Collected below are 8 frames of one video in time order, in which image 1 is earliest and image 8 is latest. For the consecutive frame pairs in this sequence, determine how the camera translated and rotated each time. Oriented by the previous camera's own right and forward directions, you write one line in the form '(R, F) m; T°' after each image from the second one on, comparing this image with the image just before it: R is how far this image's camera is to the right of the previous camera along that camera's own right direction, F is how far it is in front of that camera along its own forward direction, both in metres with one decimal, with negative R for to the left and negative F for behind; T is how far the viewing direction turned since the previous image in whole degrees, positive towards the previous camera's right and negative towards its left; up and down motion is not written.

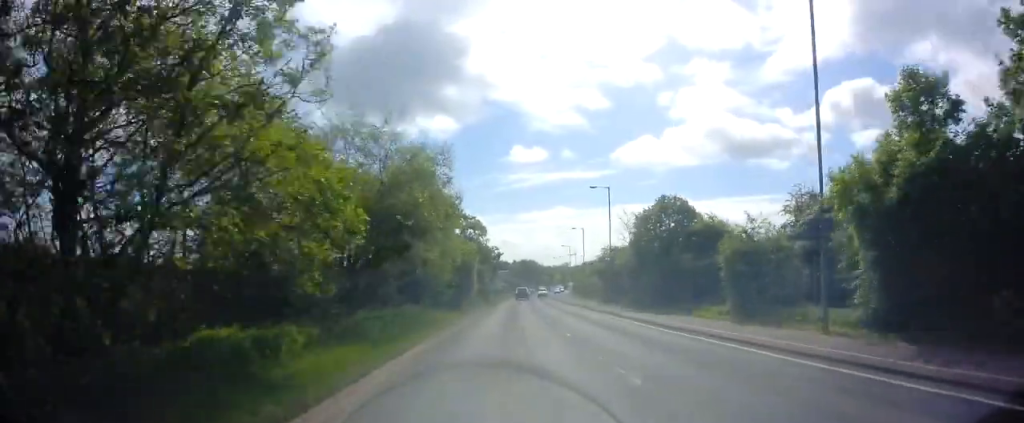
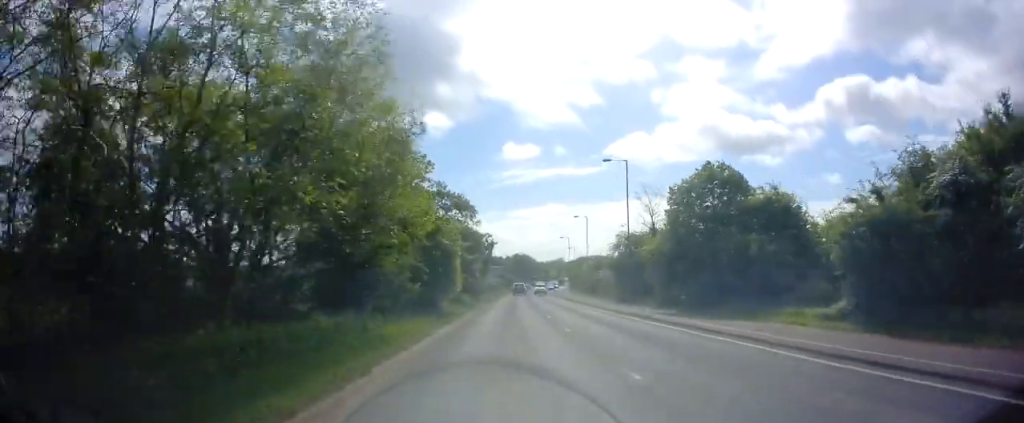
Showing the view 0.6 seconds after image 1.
(0.0, +8.8) m; +1°
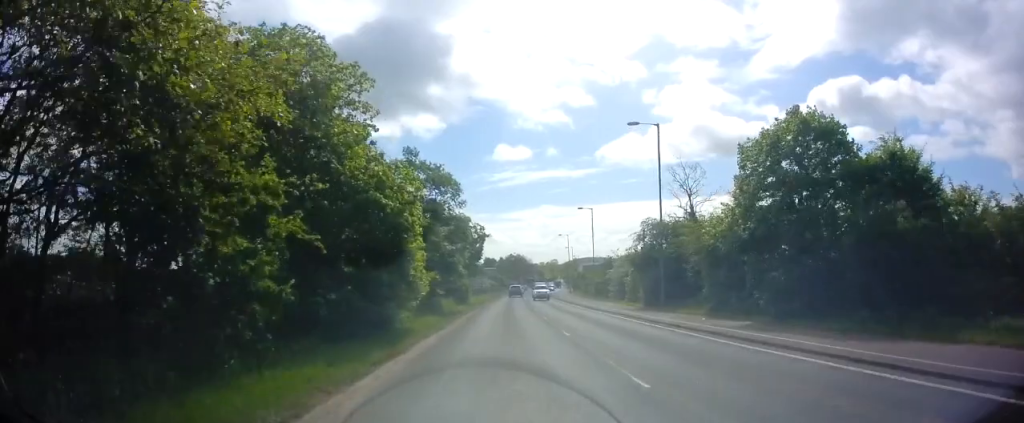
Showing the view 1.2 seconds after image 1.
(+0.2, +9.4) m; +1°
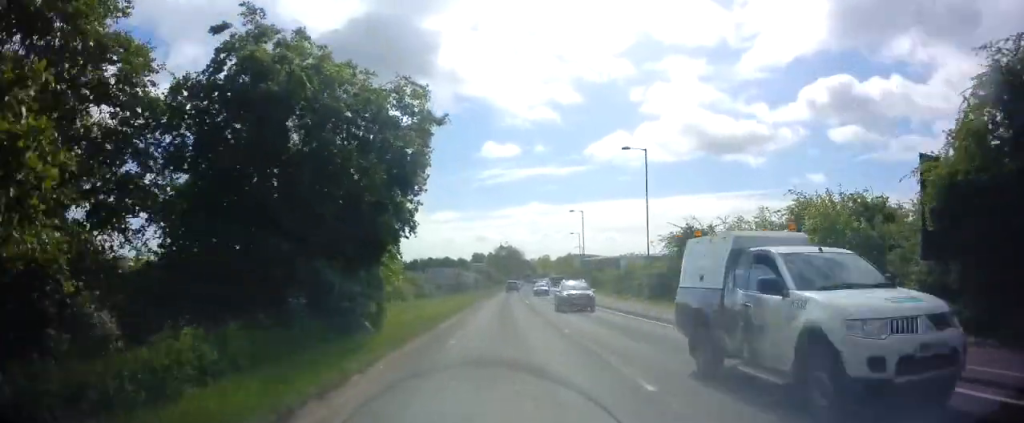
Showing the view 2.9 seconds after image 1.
(+0.2, +26.8) m; 0°
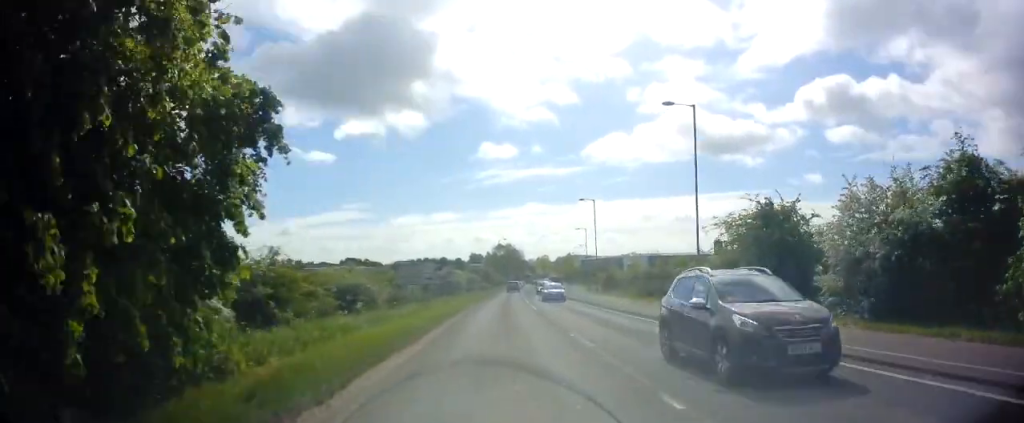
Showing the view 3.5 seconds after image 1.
(0.0, +9.8) m; -1°
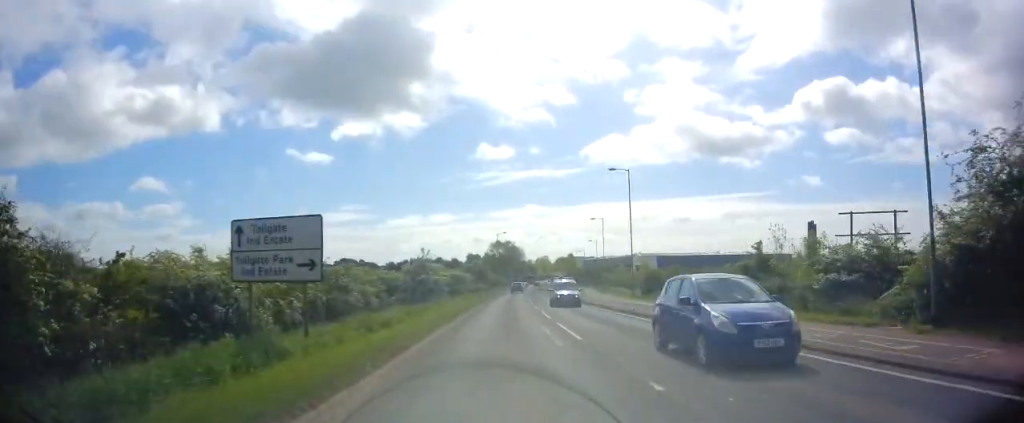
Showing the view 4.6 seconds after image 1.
(-0.3, +16.6) m; +1°
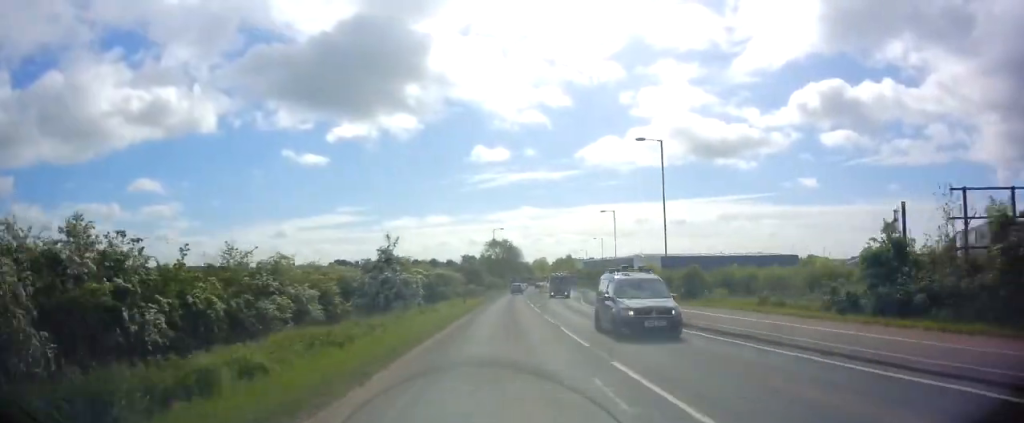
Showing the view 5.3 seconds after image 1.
(+0.3, +9.9) m; +2°
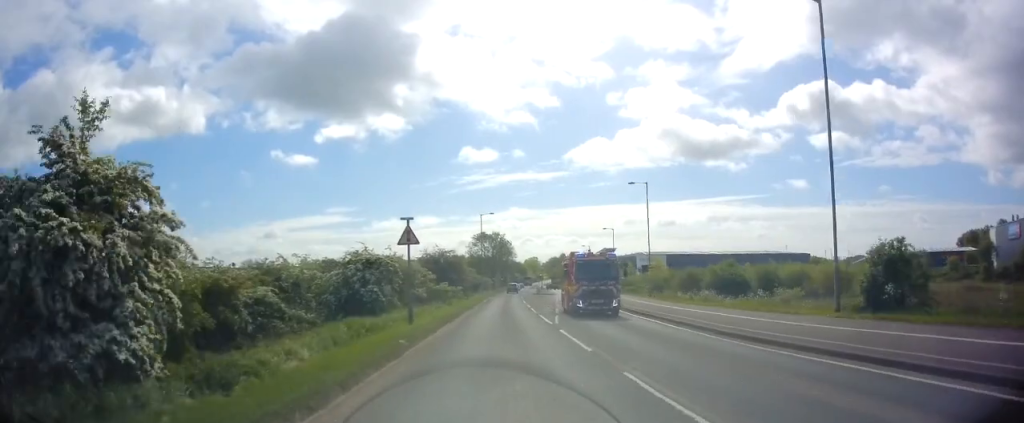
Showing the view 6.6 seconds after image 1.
(+0.3, +19.0) m; +1°
